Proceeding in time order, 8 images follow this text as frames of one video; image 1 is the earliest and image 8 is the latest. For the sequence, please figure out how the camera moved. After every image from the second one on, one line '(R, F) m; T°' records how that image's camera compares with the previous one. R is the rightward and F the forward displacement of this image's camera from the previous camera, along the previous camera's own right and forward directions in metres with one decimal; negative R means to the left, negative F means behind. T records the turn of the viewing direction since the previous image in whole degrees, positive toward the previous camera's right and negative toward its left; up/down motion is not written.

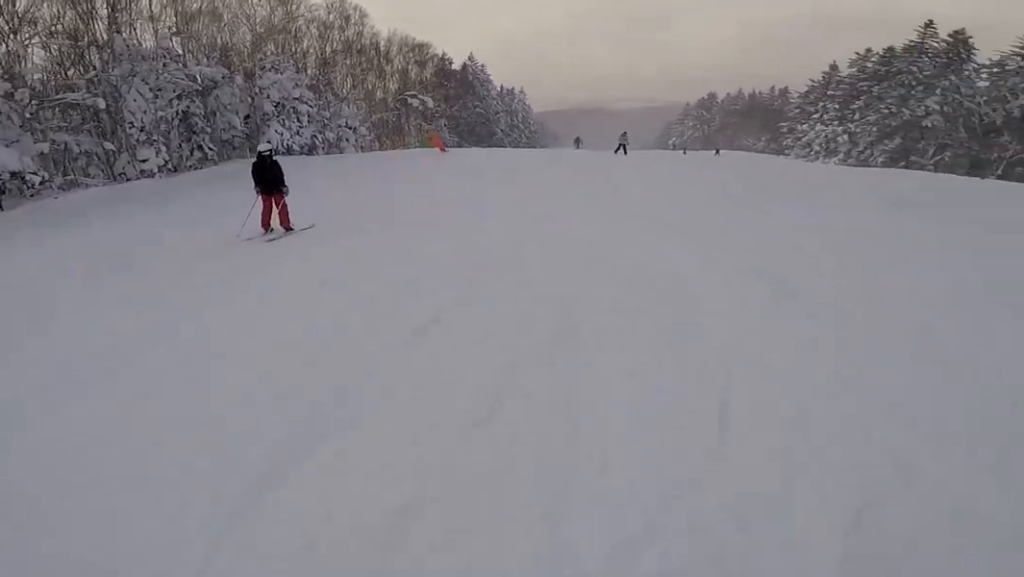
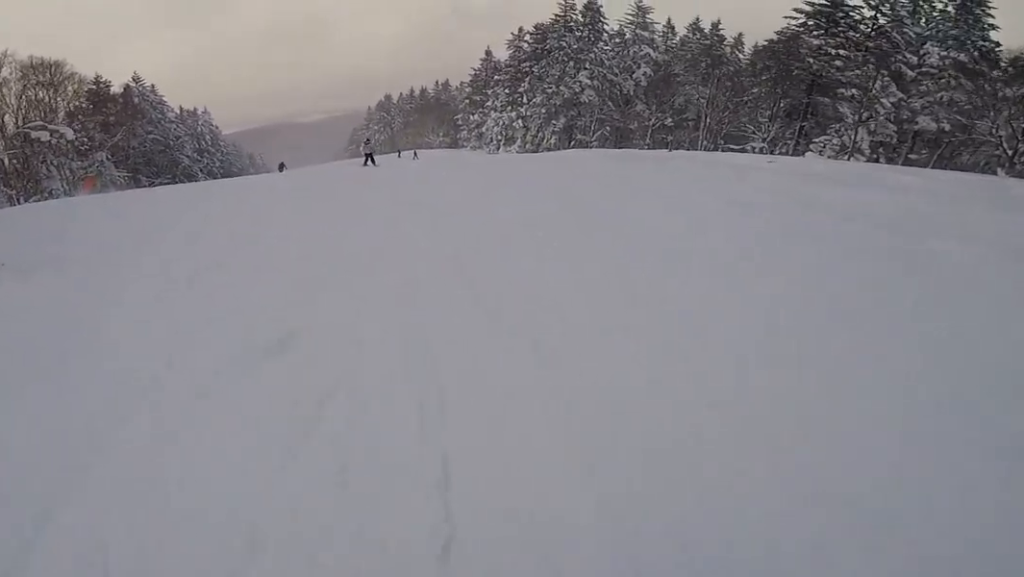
(+1.1, +9.8) m; +20°
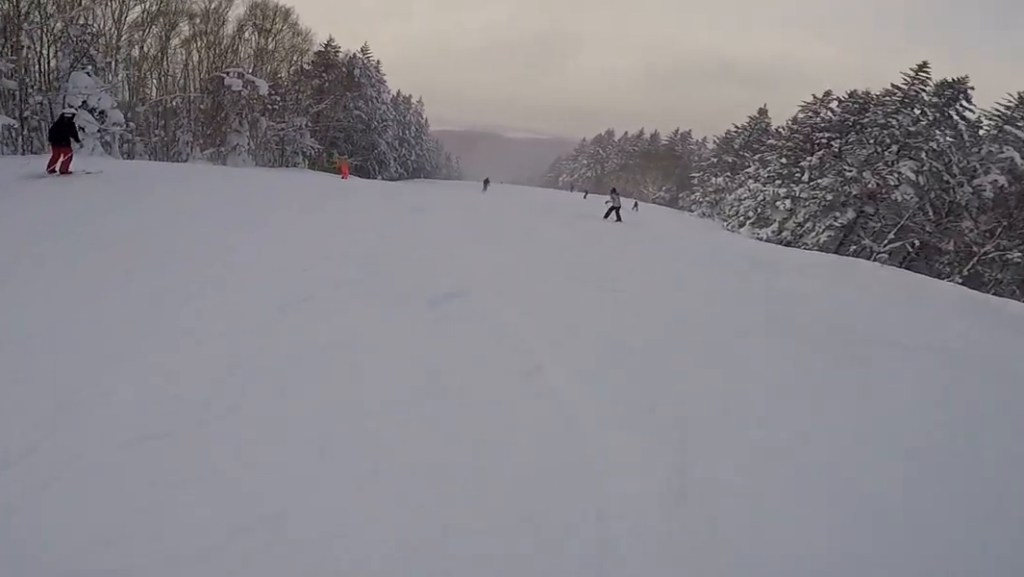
(+0.2, +8.1) m; -8°
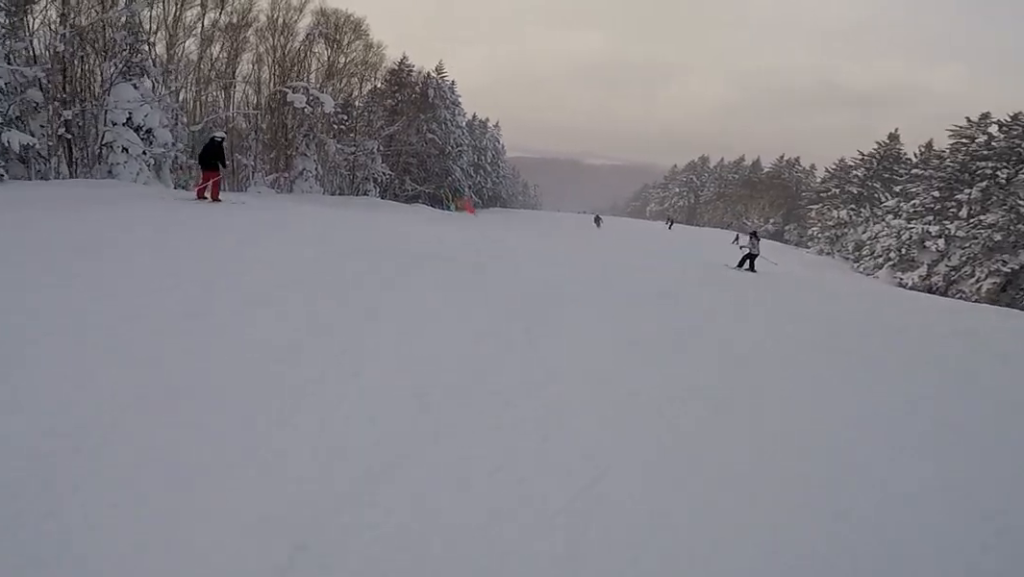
(-0.4, +5.0) m; -4°
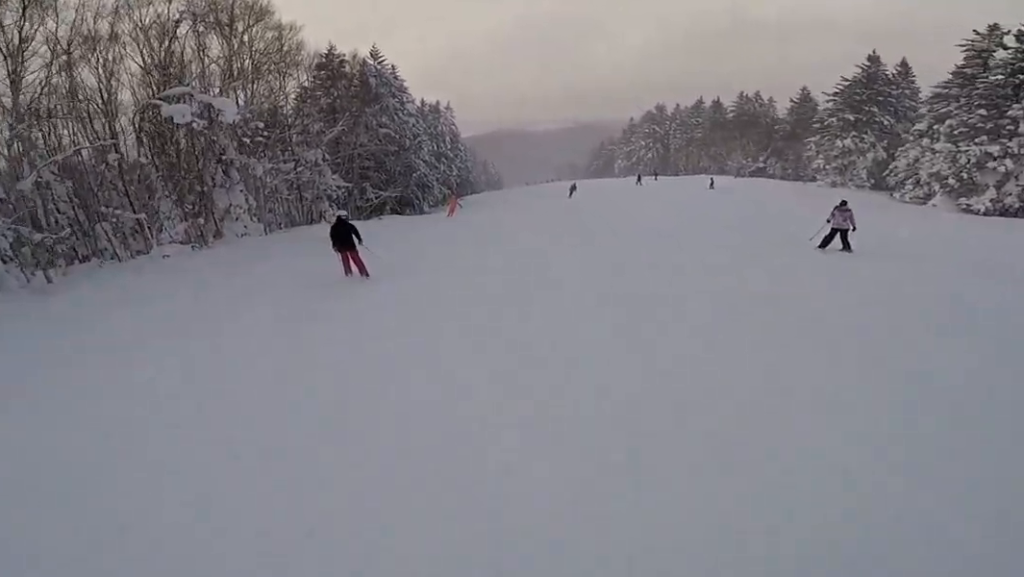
(0.0, +9.7) m; +1°
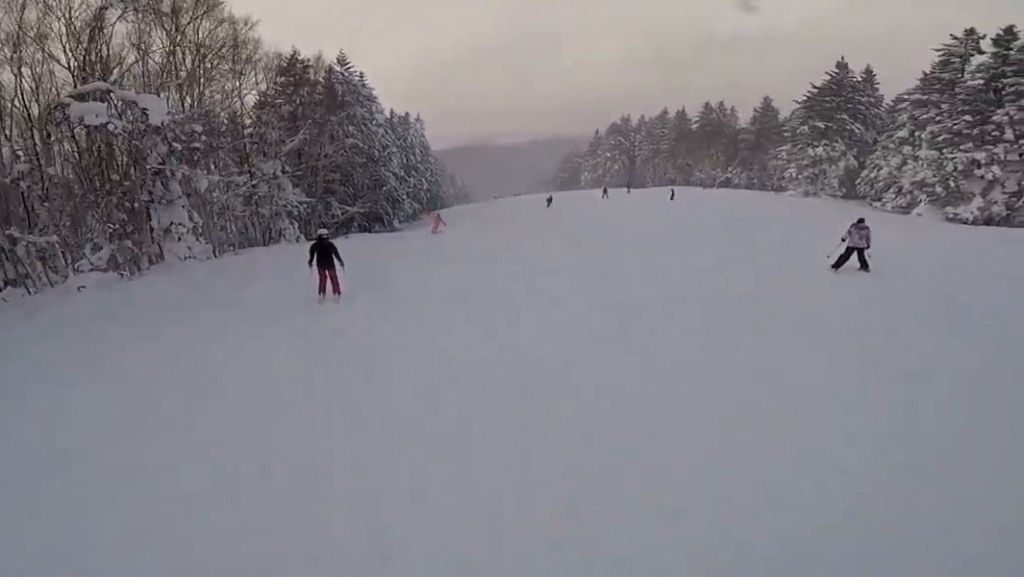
(+0.1, +3.7) m; +5°
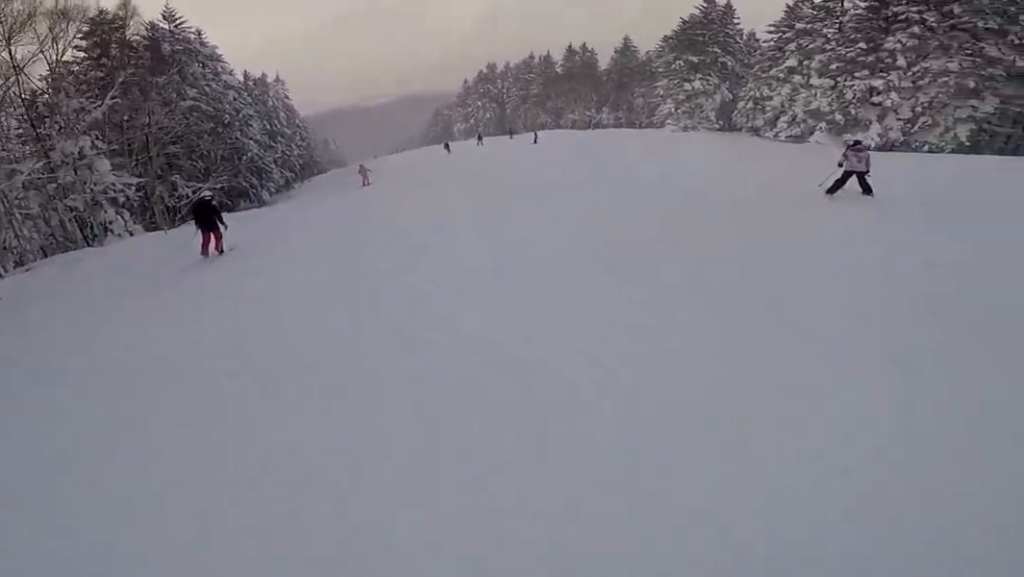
(+0.3, +6.1) m; +11°
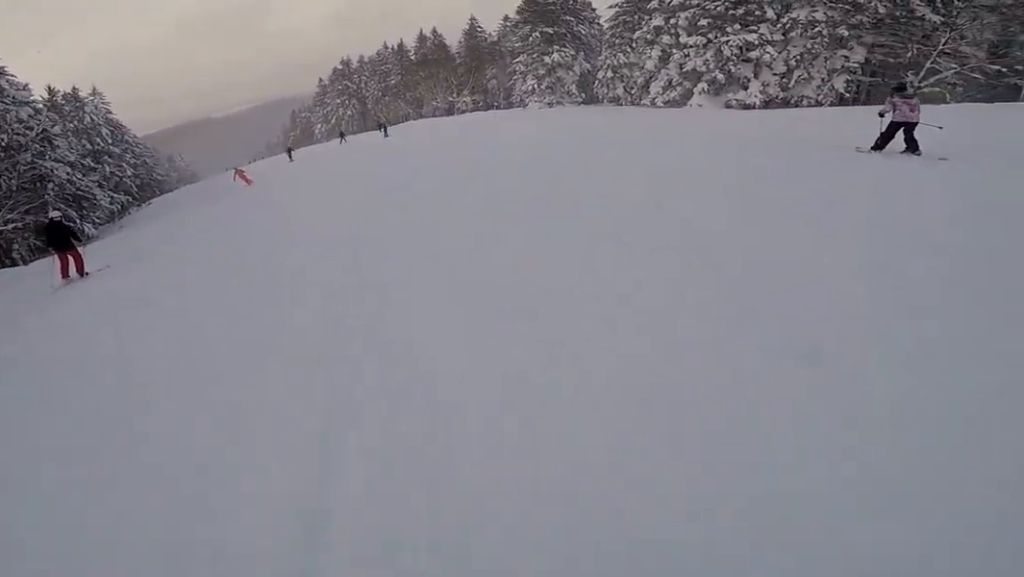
(+0.7, +6.4) m; +11°
